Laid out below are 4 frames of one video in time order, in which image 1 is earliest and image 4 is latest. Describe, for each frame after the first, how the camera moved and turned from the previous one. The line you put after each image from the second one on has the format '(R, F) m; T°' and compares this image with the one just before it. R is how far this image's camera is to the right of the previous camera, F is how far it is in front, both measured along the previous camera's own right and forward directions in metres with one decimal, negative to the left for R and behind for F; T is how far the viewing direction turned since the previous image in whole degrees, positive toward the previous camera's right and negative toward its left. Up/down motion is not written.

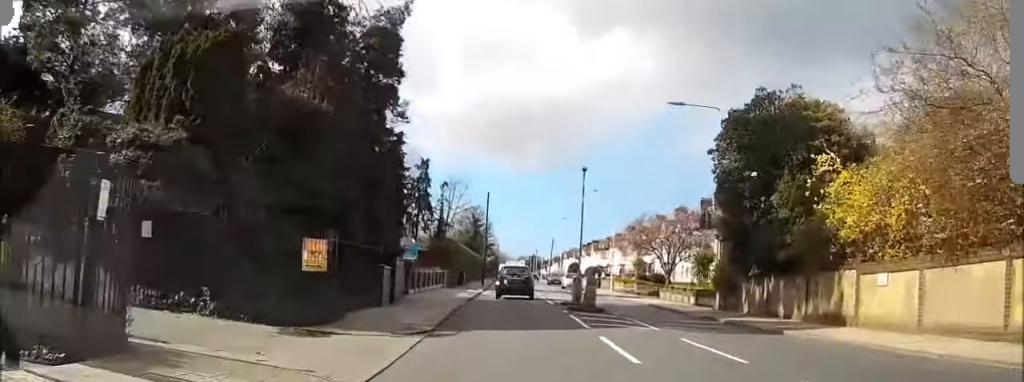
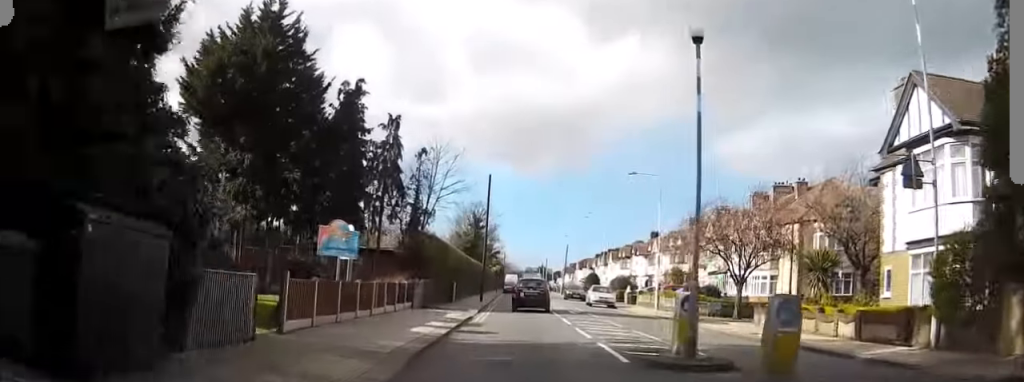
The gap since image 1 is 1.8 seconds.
(0.0, +15.9) m; 0°
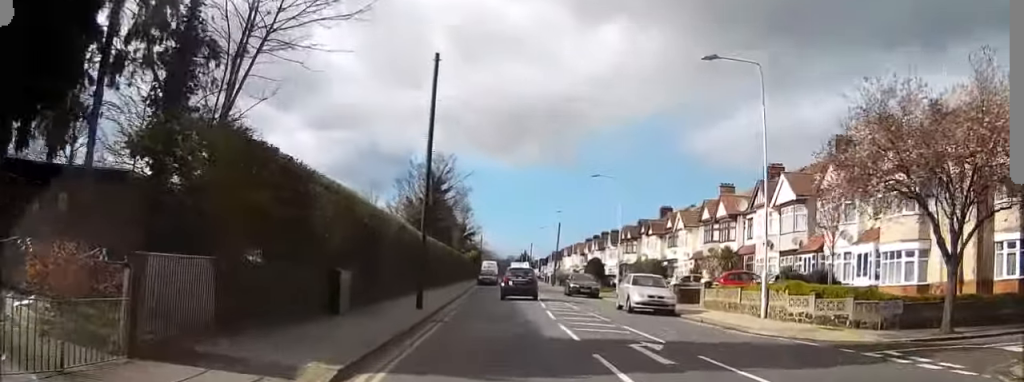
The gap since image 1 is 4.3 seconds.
(-0.6, +22.0) m; -3°
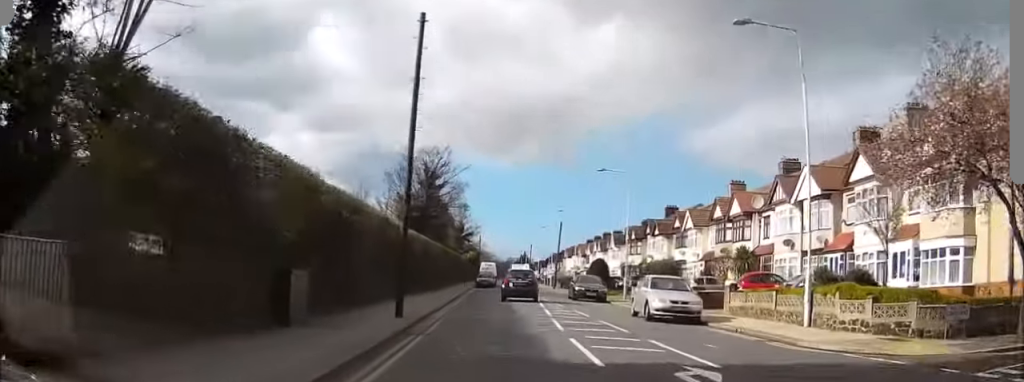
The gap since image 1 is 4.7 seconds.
(0.0, +3.6) m; 0°
